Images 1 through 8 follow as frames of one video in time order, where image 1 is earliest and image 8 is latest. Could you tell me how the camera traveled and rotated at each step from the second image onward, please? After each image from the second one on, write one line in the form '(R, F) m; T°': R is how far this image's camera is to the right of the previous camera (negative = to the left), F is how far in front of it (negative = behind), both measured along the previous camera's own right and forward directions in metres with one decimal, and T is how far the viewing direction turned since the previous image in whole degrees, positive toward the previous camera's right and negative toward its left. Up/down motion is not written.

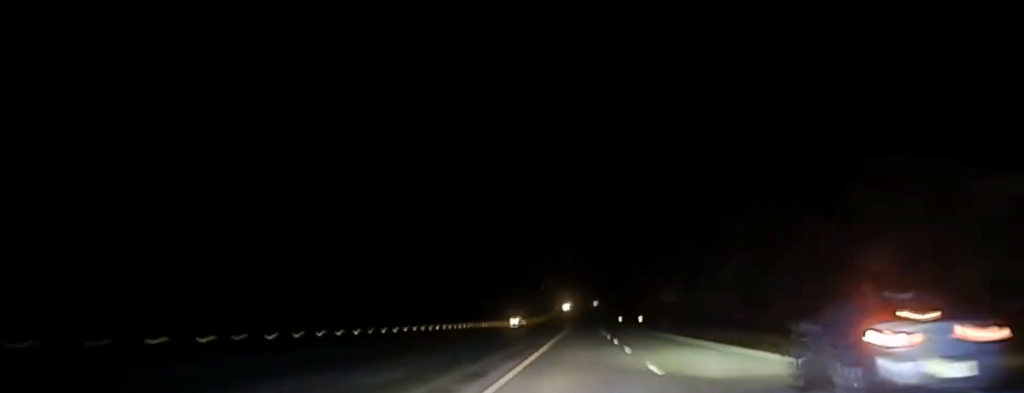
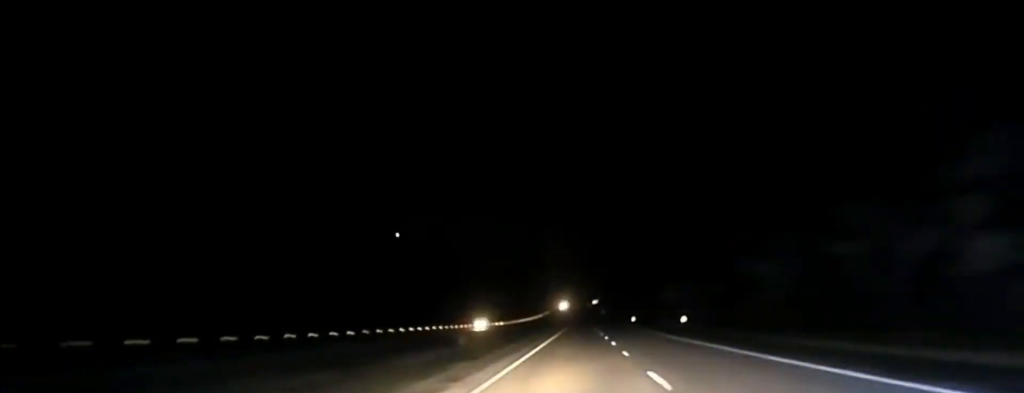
(-0.3, +61.4) m; 0°
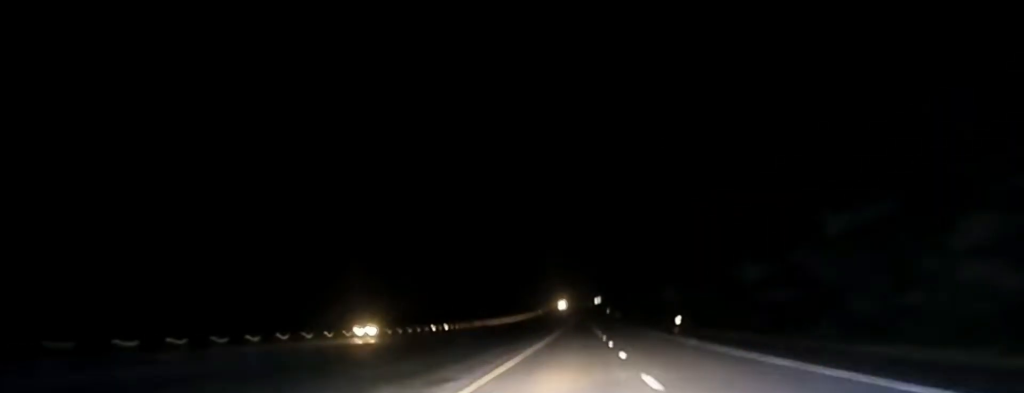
(0.0, +72.6) m; 0°
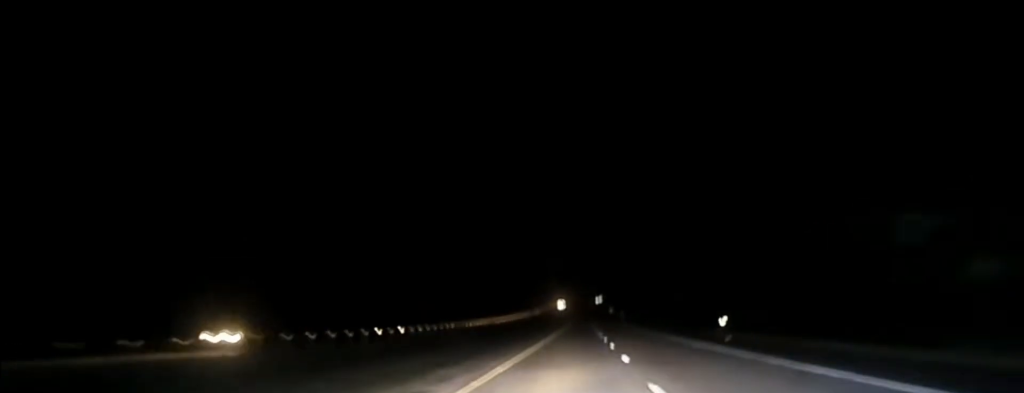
(+0.1, +26.4) m; 0°
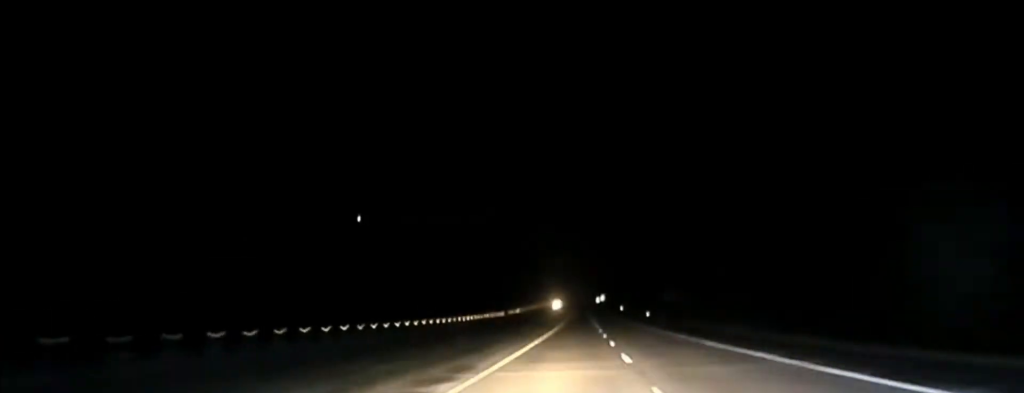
(-0.1, +86.3) m; 0°
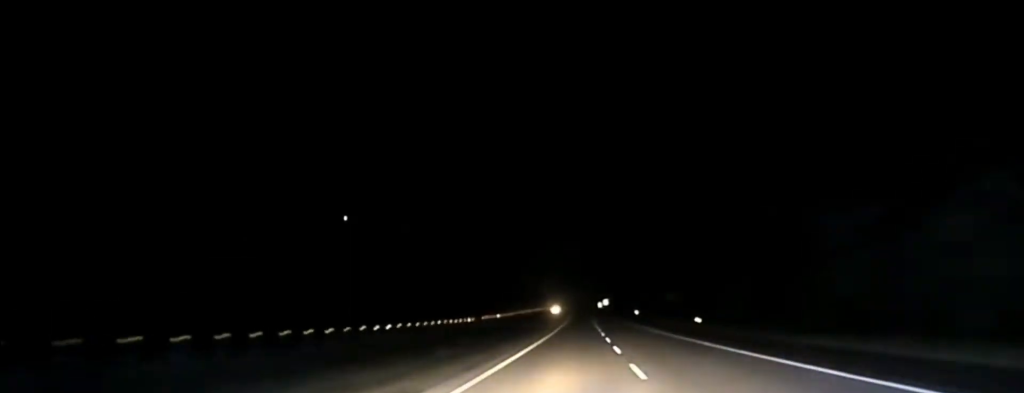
(-0.1, +51.2) m; 0°
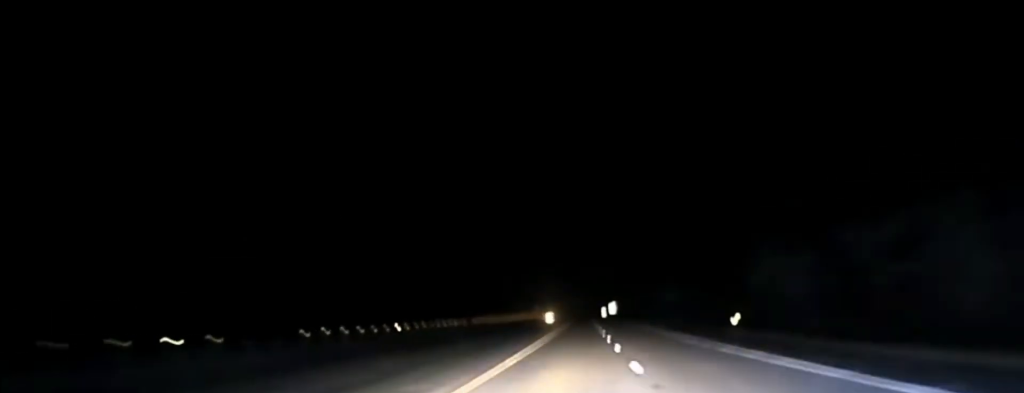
(0.0, +95.0) m; 0°
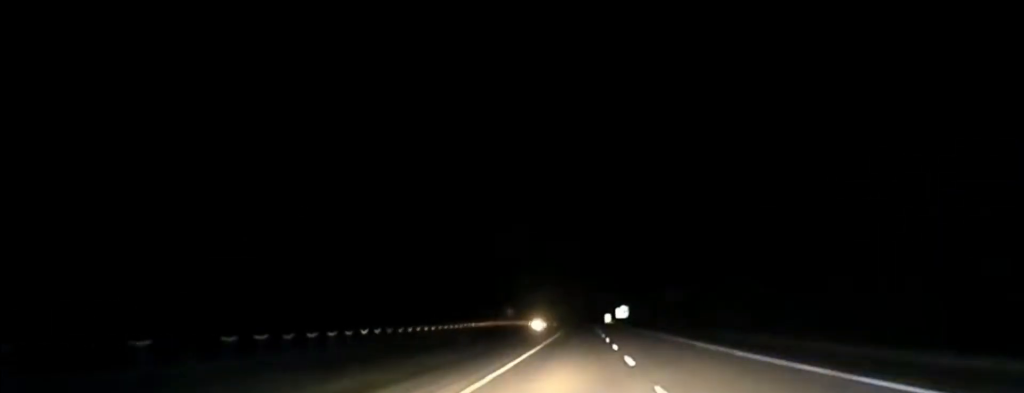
(+0.3, +95.4) m; 0°
